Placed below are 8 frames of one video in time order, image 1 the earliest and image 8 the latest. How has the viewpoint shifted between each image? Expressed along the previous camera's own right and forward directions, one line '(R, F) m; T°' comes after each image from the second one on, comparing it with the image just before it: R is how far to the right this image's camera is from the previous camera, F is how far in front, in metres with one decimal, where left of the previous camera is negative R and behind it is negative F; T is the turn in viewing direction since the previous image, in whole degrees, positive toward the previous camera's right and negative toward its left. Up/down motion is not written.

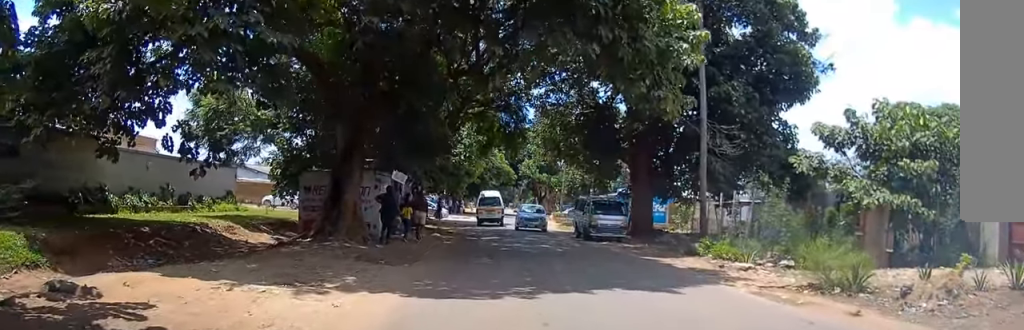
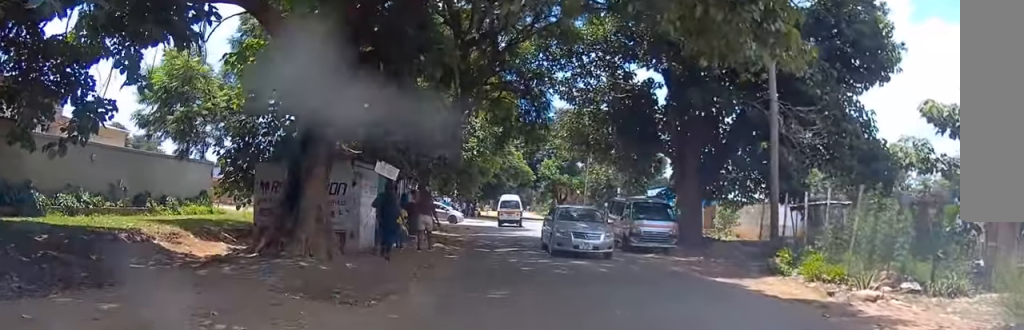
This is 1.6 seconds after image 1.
(-0.1, +5.1) m; -3°
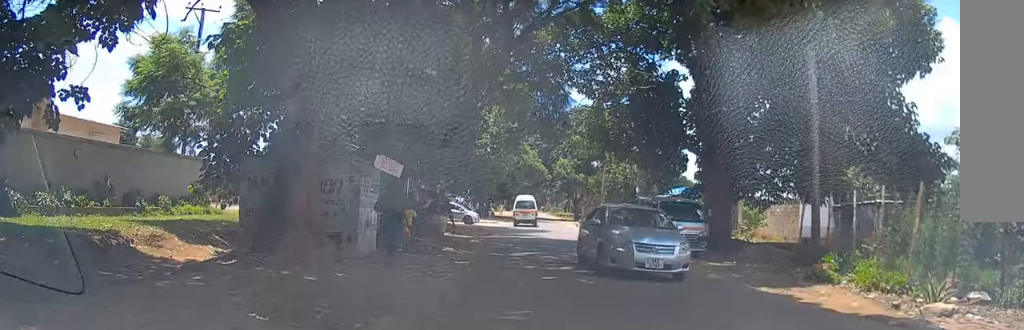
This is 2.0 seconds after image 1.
(-0.1, +1.8) m; 0°
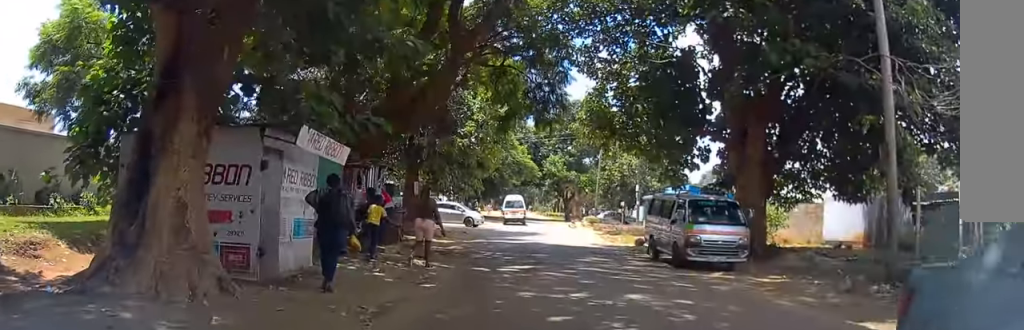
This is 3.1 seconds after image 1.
(+0.1, +4.2) m; +2°
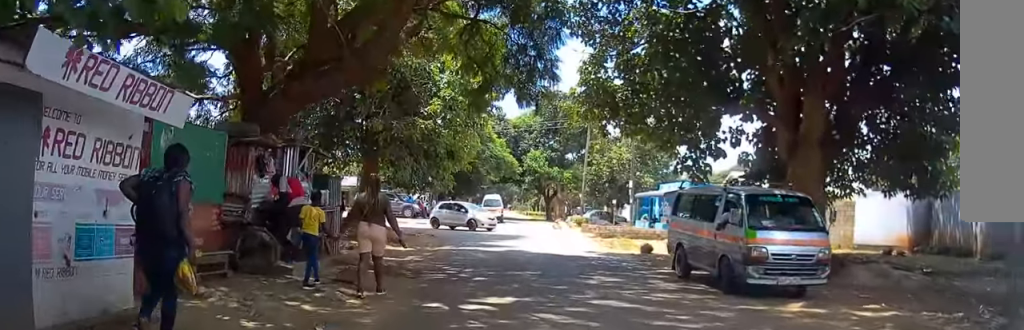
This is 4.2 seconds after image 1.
(+0.1, +5.0) m; -1°
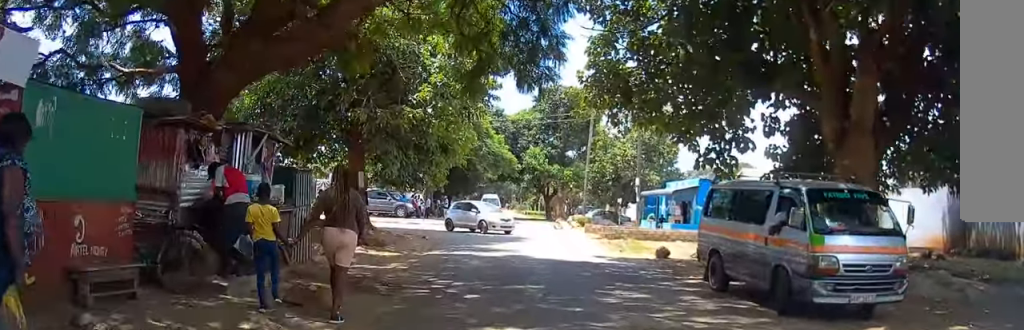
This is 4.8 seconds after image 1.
(0.0, +2.3) m; -1°
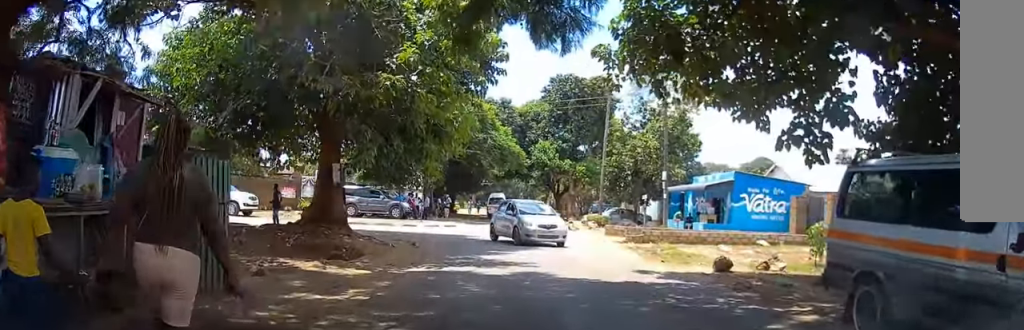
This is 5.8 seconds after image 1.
(-0.1, +4.9) m; -1°
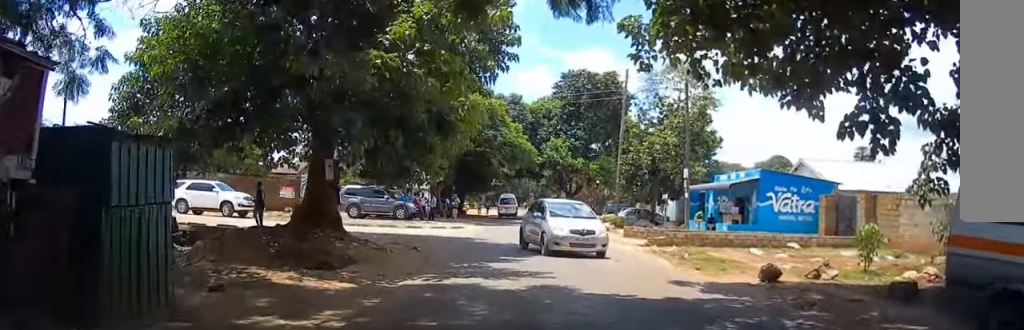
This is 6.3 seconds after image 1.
(+0.1, +2.1) m; -1°
